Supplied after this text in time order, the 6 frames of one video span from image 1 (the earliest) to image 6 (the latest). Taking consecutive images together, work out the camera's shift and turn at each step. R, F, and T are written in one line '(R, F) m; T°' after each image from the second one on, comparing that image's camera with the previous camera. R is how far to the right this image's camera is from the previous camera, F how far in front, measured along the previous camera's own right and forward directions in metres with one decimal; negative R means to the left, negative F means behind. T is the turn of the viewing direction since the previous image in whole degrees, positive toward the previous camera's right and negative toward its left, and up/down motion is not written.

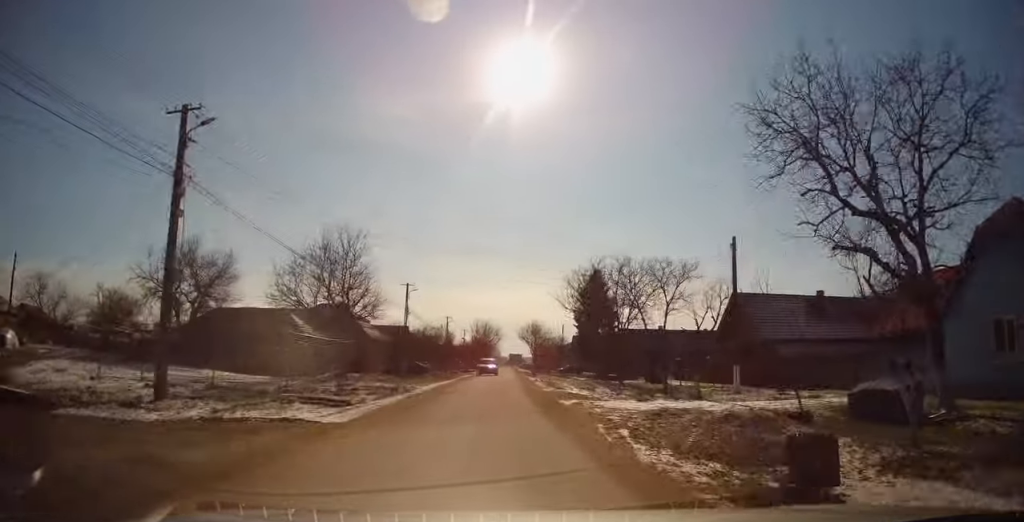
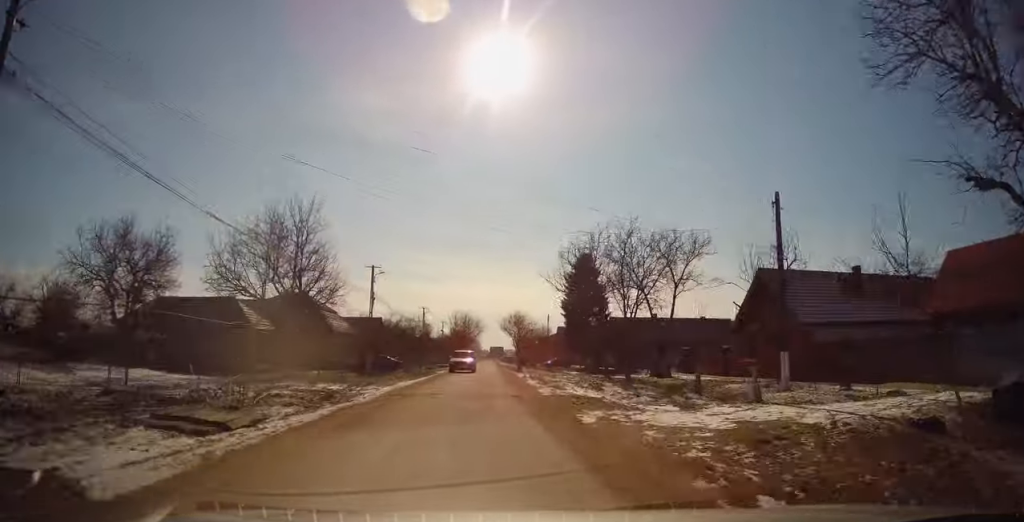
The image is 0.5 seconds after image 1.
(+0.2, +6.1) m; +3°
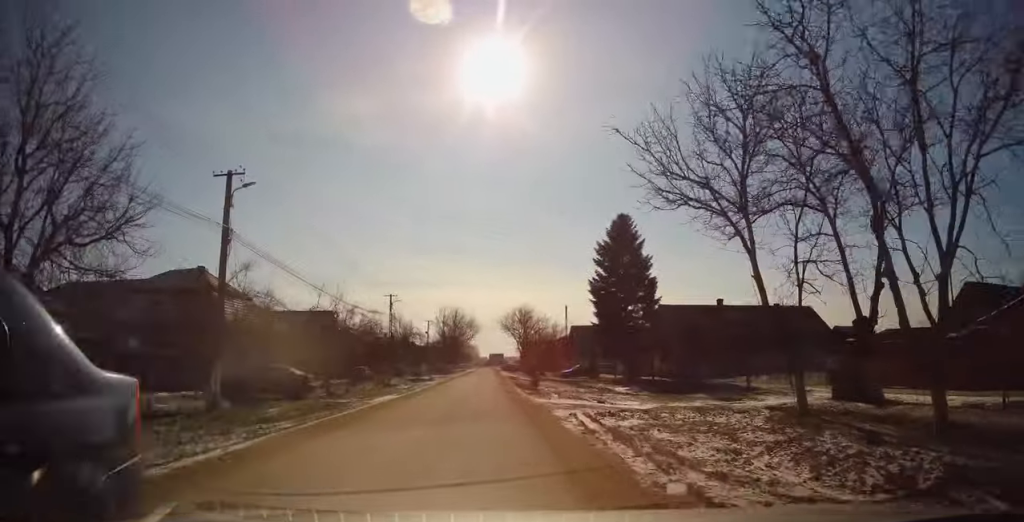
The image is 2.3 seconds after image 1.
(+1.3, +22.8) m; +4°
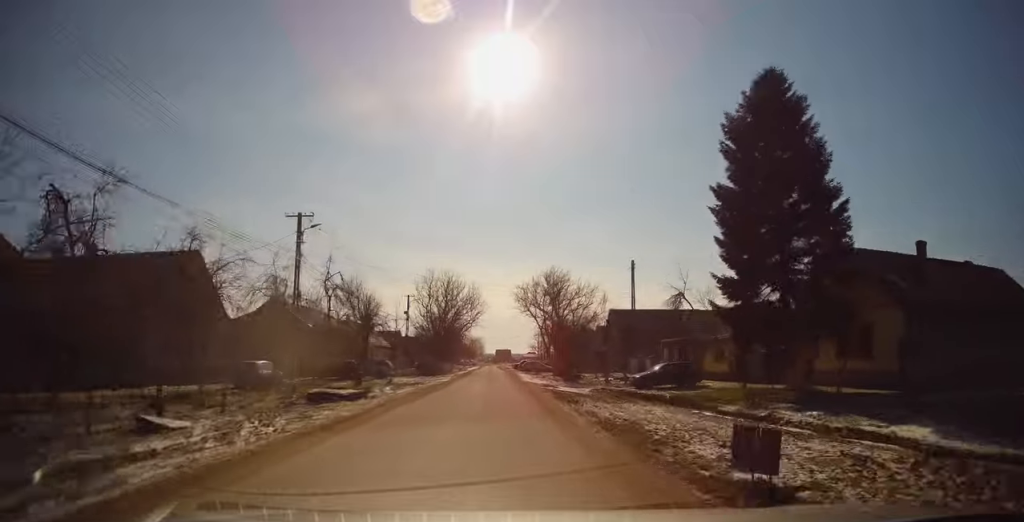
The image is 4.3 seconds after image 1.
(-0.6, +26.3) m; 0°
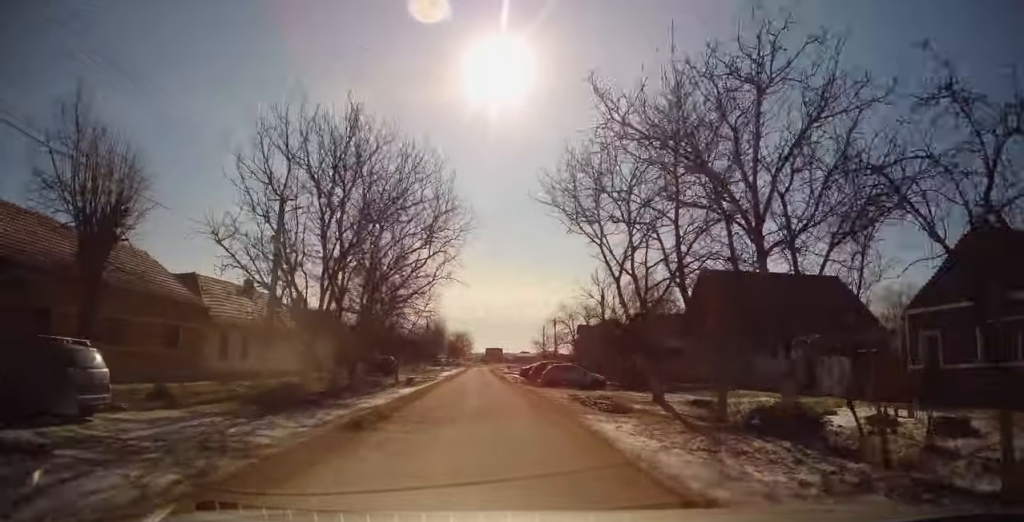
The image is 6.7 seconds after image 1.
(+0.3, +32.4) m; -1°
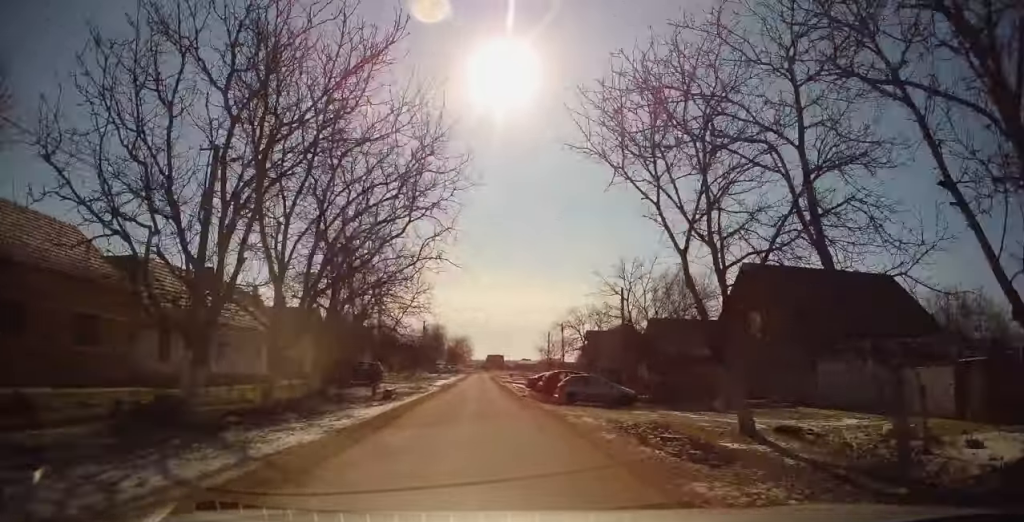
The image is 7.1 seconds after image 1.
(0.0, +6.3) m; 0°
